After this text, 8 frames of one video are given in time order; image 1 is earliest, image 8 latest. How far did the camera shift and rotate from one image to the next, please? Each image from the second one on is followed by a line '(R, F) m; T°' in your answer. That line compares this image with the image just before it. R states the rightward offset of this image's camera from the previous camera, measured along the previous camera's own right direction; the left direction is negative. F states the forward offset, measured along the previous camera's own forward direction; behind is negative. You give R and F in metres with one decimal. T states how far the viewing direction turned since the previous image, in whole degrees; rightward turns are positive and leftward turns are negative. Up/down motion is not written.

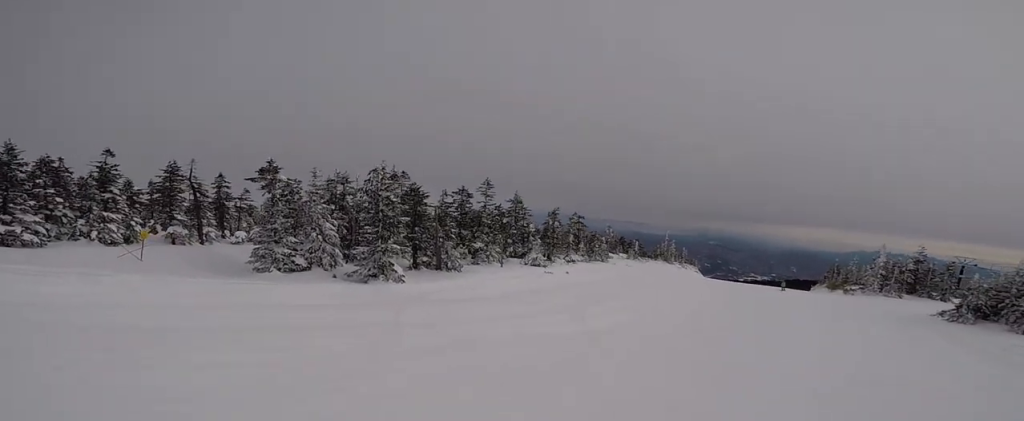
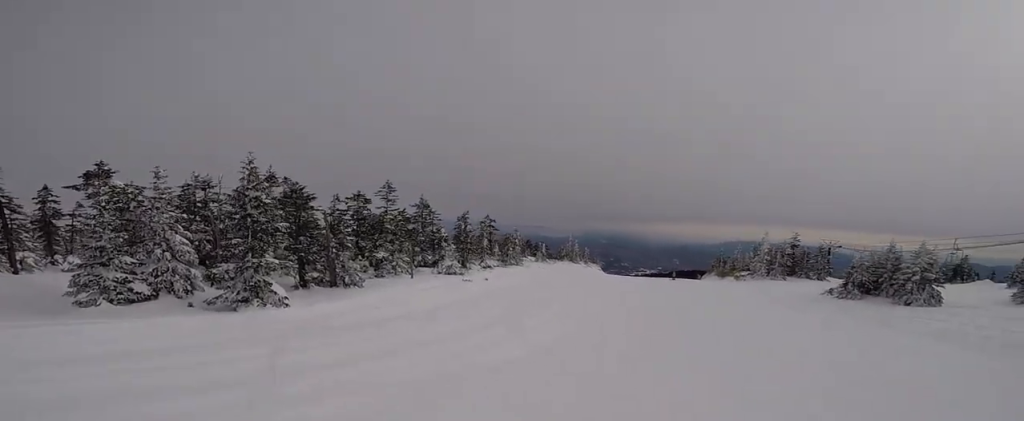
(0.0, +3.0) m; +7°
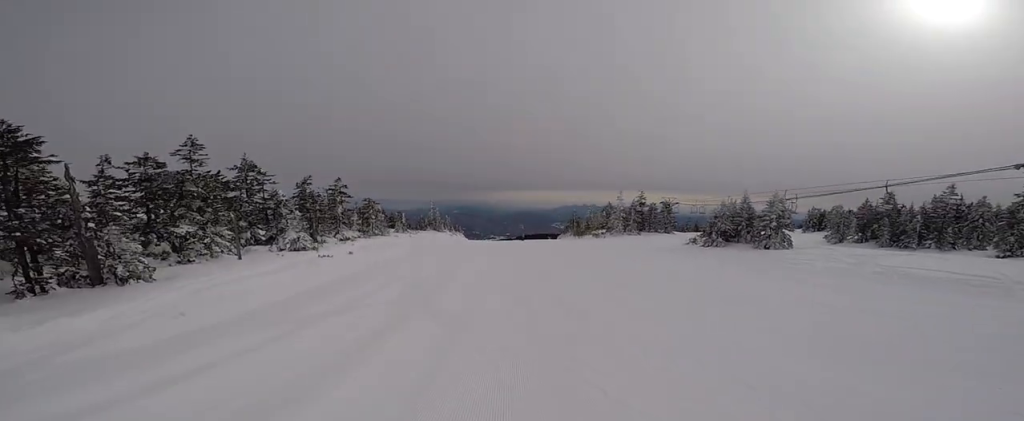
(+0.7, +5.2) m; +21°
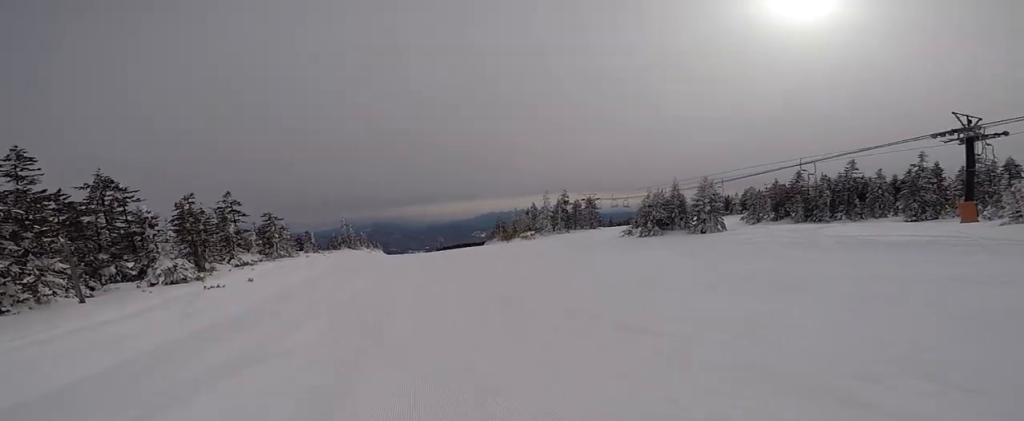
(+0.8, +3.5) m; +9°
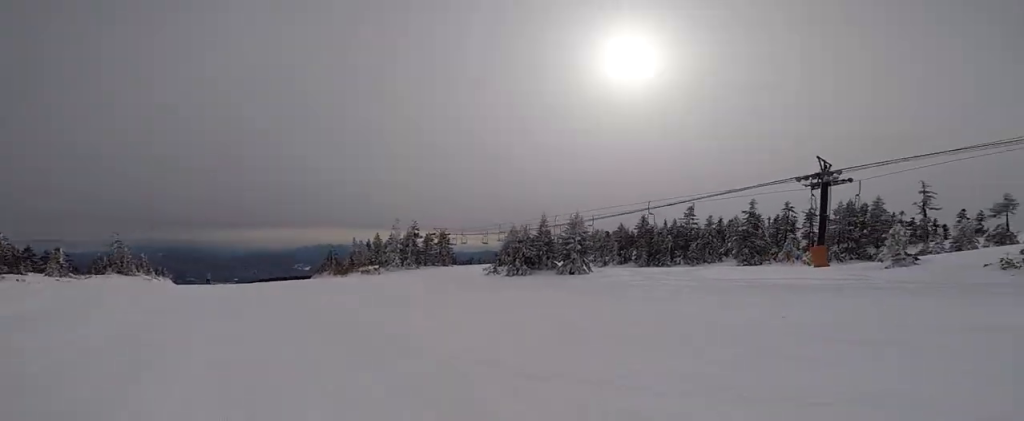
(+0.5, +7.1) m; +4°
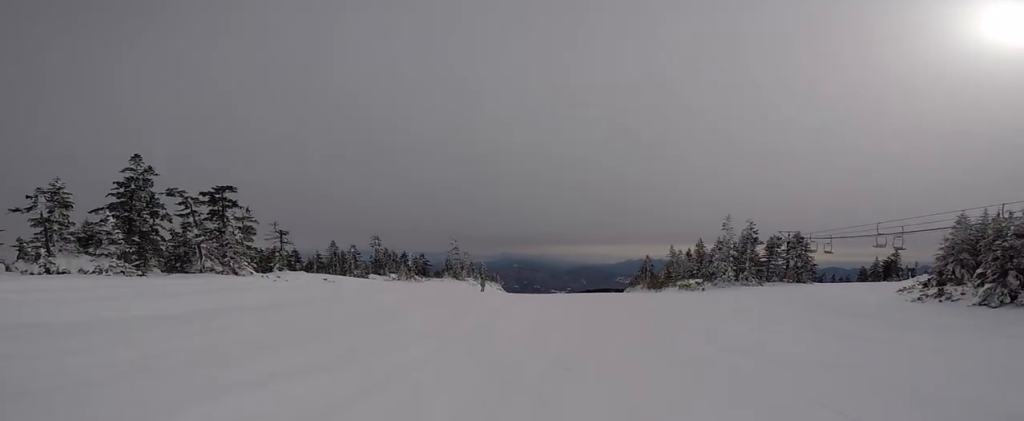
(-2.5, +13.0) m; -25°
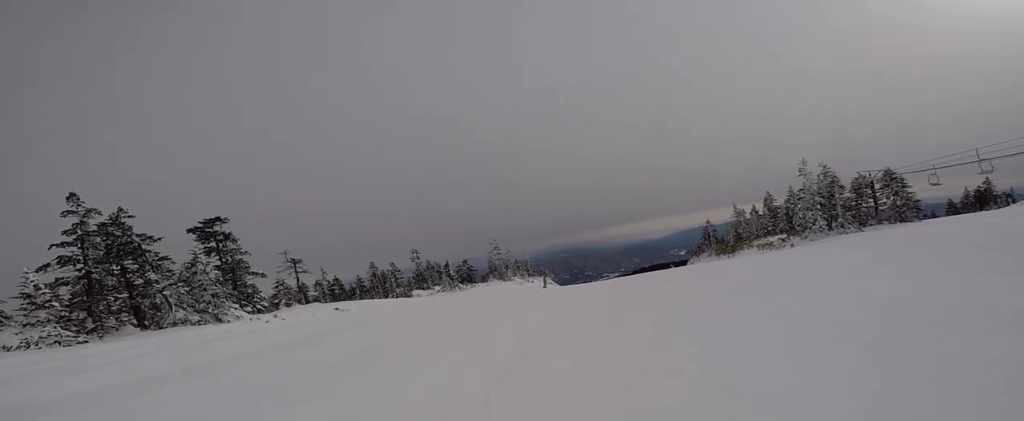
(-0.8, +3.4) m; -19°
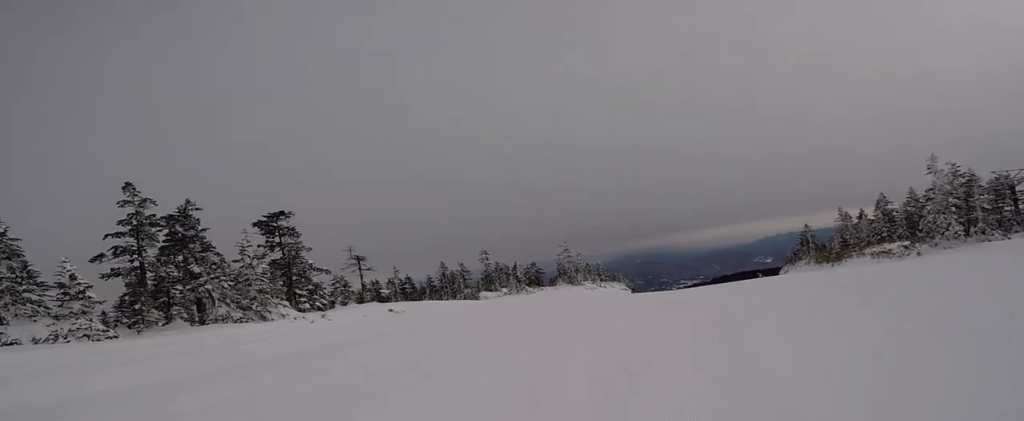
(-0.9, +1.8) m; -8°
